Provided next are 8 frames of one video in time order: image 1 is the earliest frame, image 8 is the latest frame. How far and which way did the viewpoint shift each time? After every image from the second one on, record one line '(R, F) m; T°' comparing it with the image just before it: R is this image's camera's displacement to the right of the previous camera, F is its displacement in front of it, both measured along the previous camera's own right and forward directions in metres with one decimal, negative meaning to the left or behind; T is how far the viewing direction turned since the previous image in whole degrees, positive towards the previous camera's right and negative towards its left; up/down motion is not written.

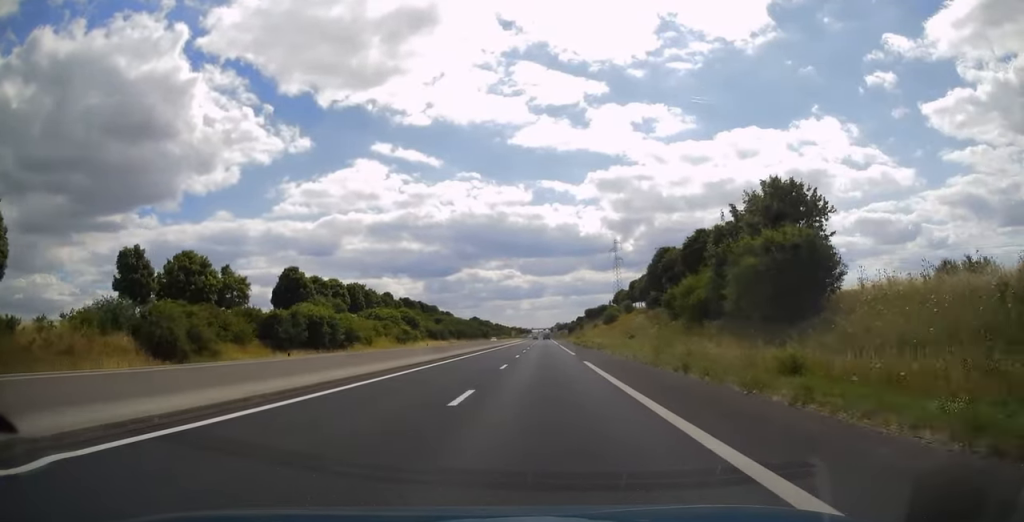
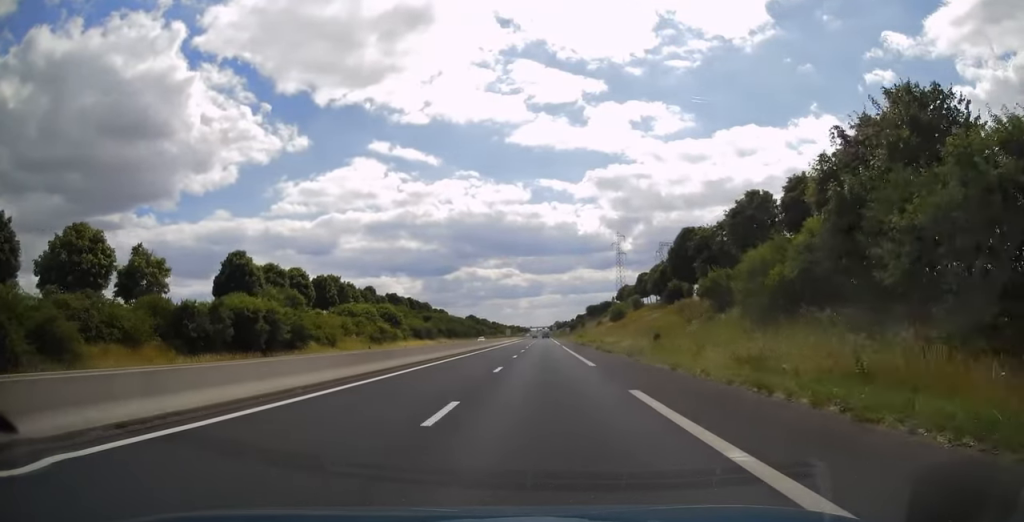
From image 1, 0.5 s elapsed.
(+0.2, +15.7) m; 0°
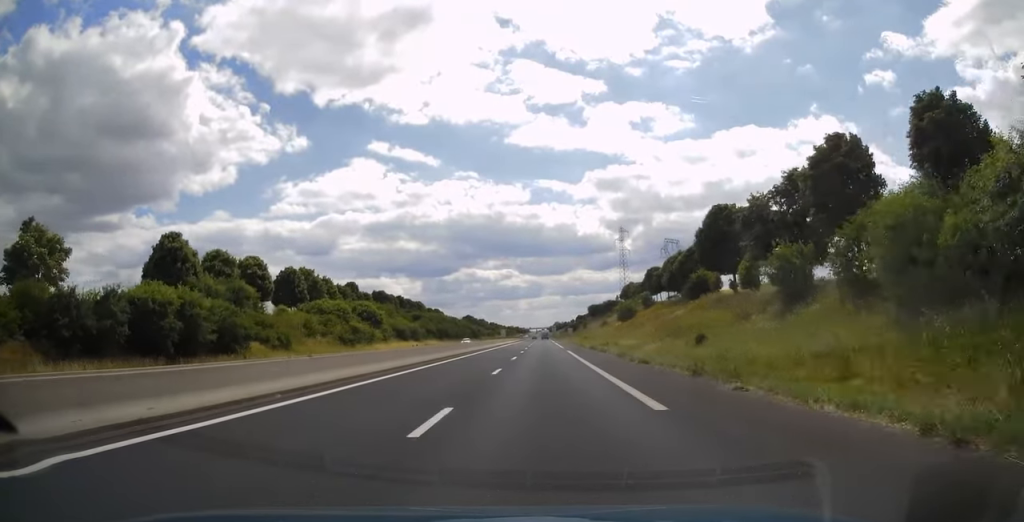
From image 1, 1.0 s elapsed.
(+0.1, +13.7) m; 0°
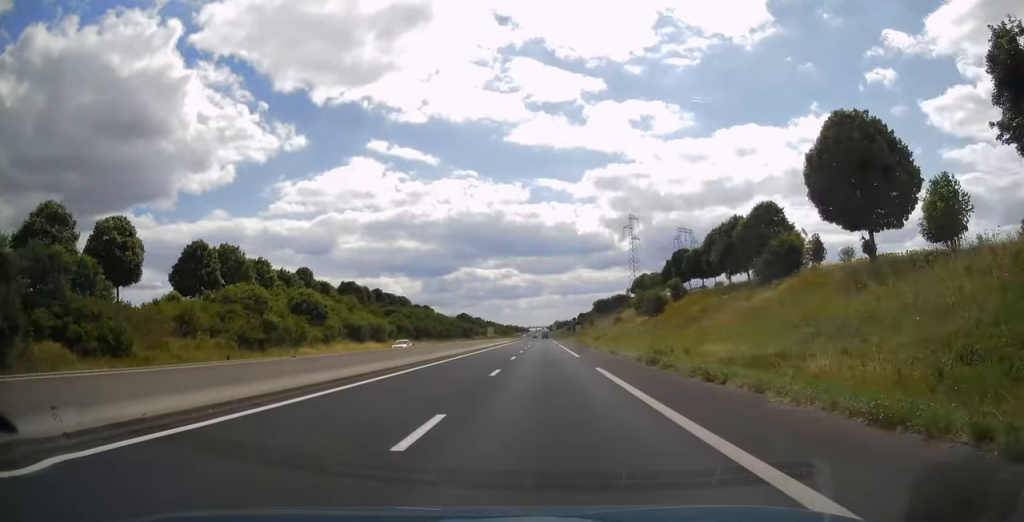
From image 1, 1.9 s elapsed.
(0.0, +26.9) m; -1°
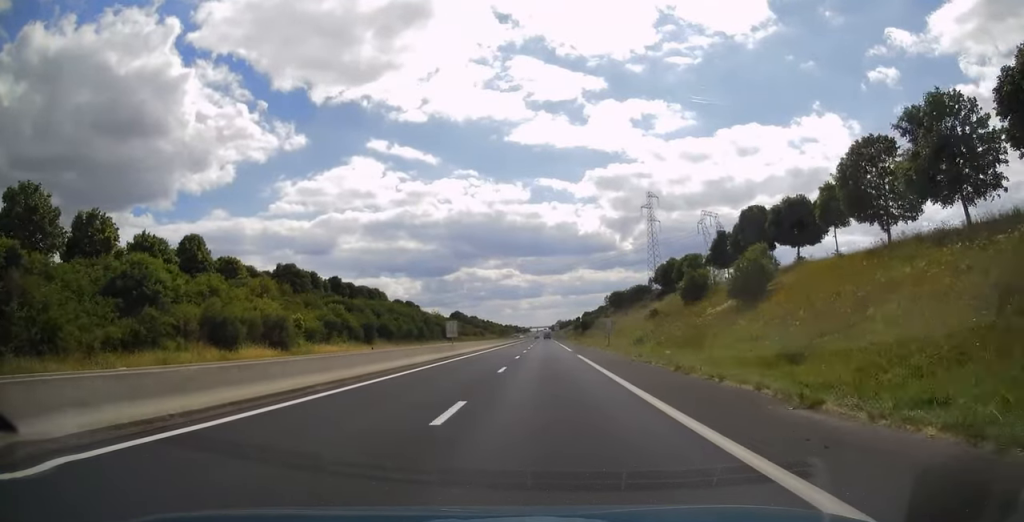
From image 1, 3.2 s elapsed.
(-0.3, +36.7) m; 0°
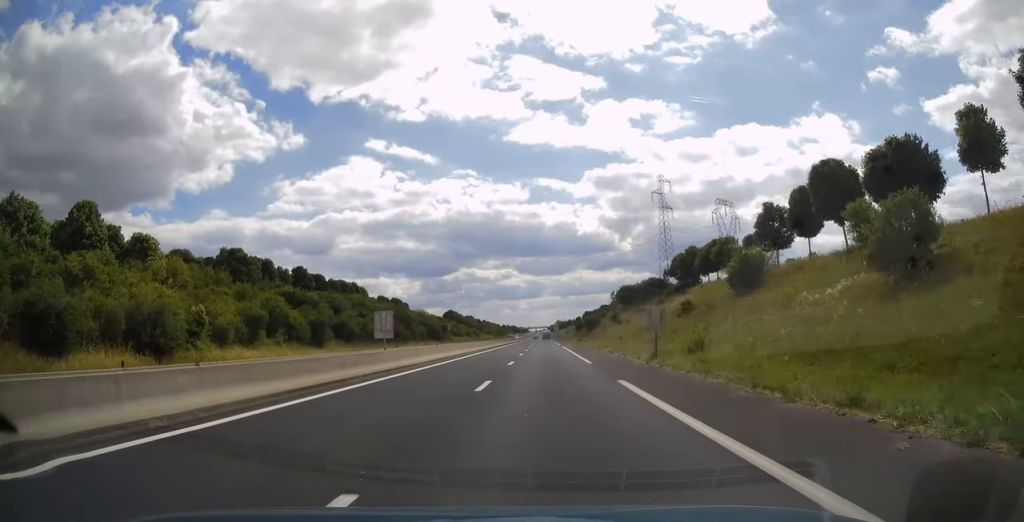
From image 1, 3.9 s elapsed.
(+0.2, +20.1) m; +1°
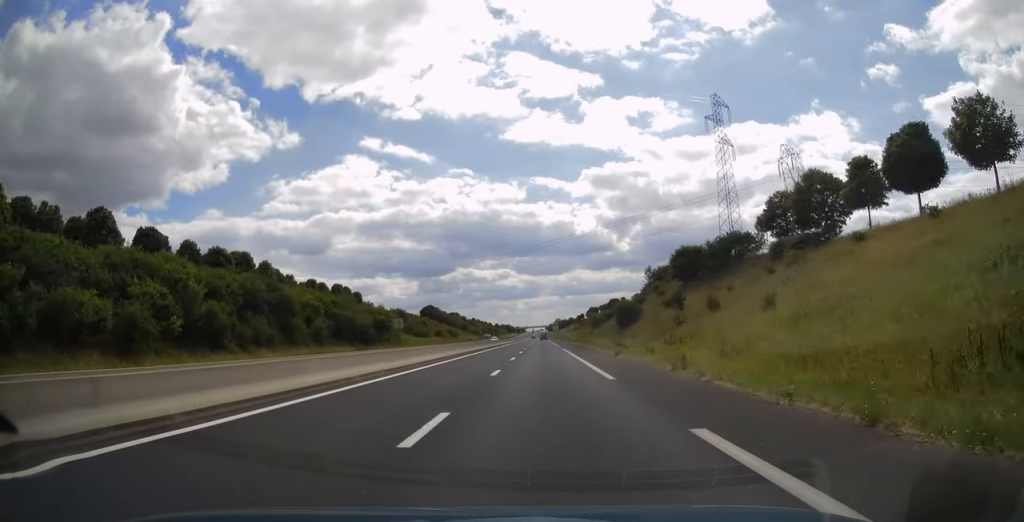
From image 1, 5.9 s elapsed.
(-0.2, +58.6) m; 0°
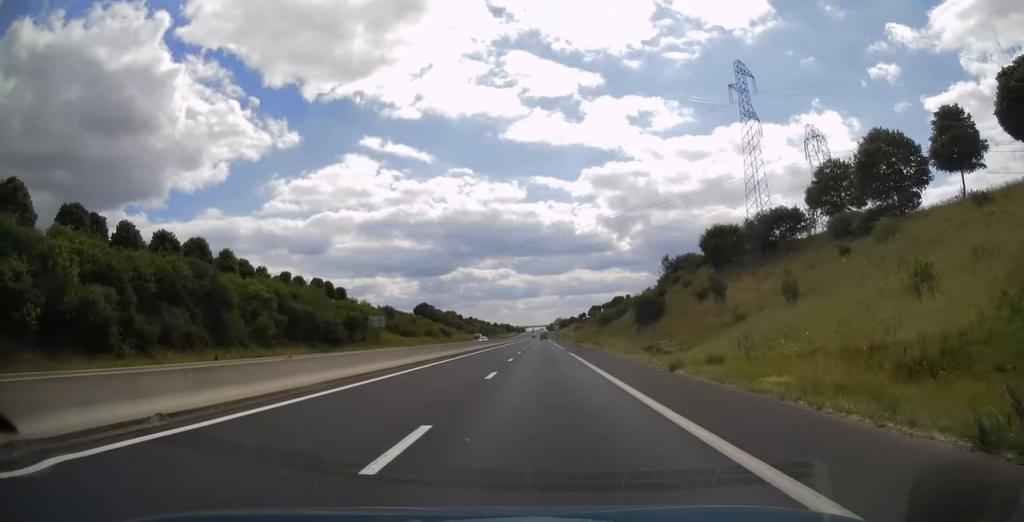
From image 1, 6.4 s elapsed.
(0.0, +14.7) m; 0°
